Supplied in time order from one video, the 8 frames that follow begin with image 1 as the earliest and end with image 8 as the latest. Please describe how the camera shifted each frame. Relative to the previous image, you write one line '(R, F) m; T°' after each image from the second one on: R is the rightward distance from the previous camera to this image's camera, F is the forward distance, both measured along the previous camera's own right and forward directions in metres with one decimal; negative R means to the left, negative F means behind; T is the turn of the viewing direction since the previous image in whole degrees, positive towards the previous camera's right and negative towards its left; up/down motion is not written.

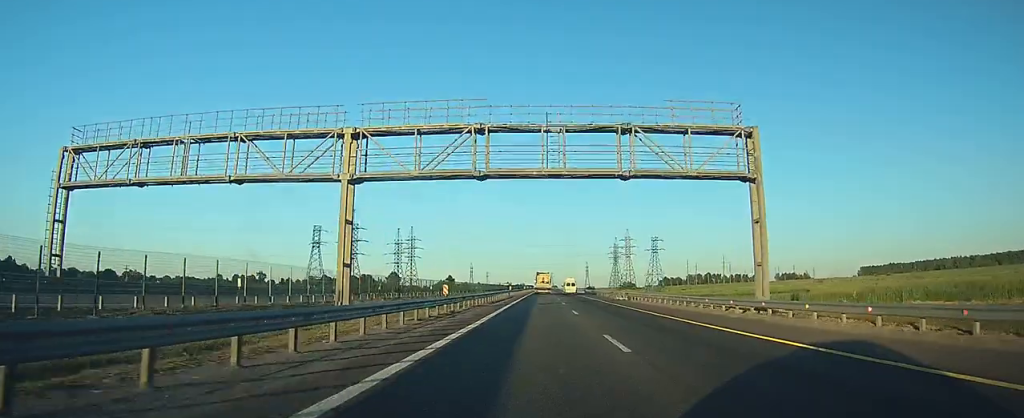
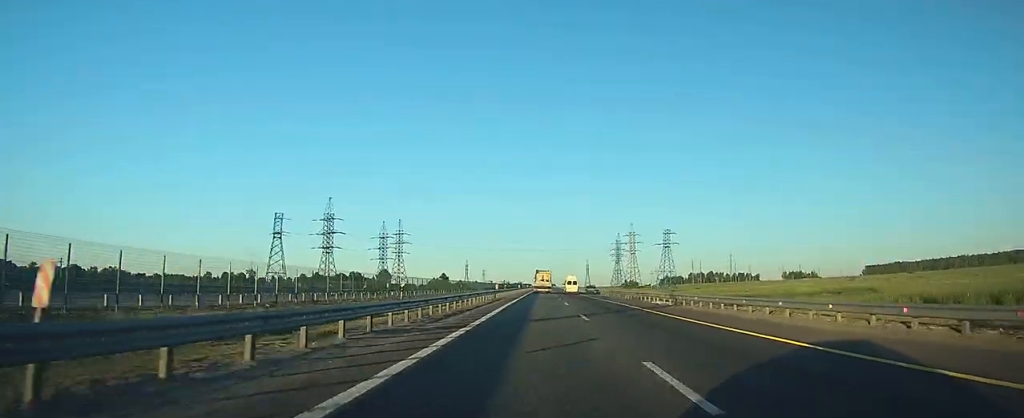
(+0.1, +21.9) m; +1°
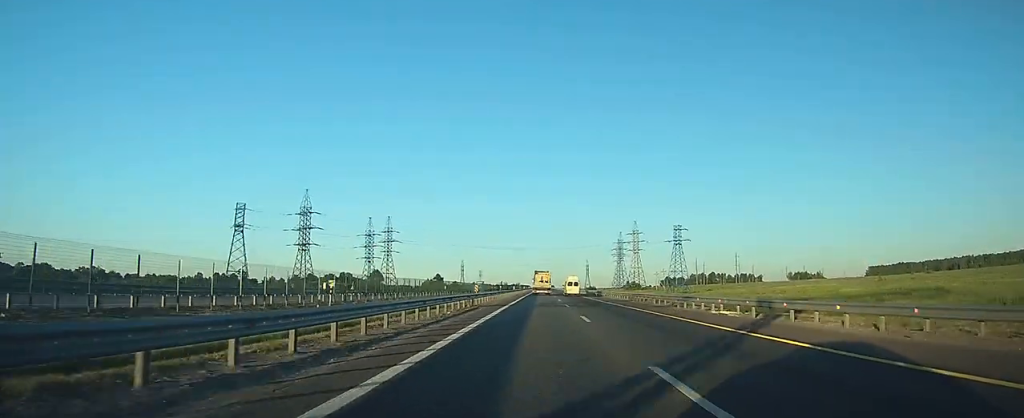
(0.0, +16.7) m; 0°
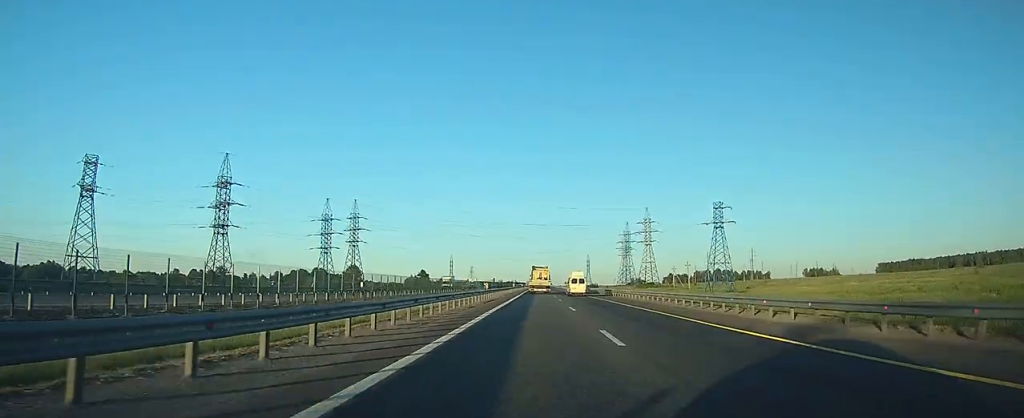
(+0.3, +41.5) m; +1°
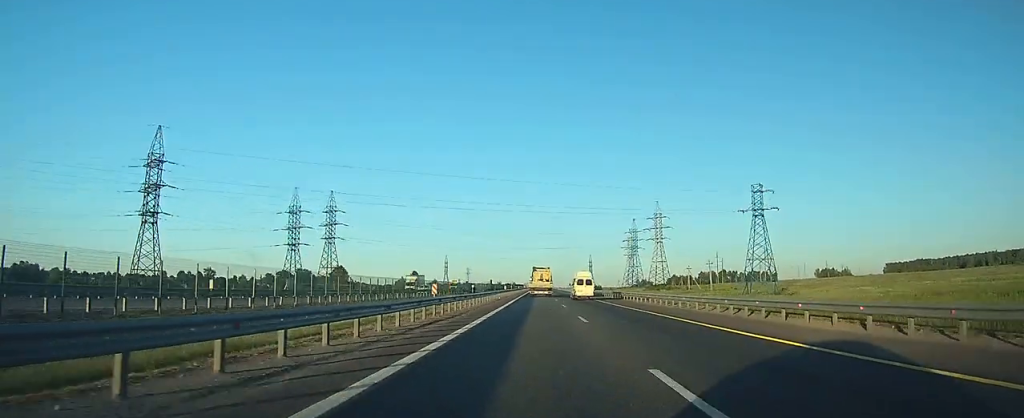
(+0.1, +23.7) m; 0°
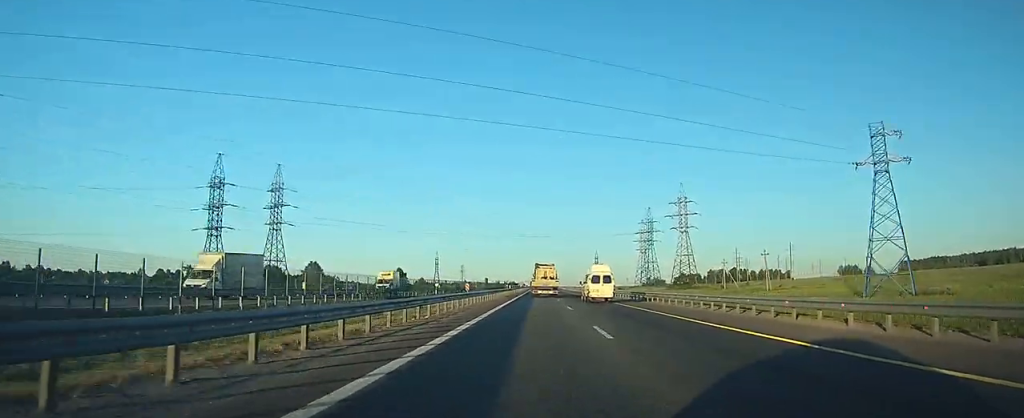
(+0.1, +39.6) m; 0°
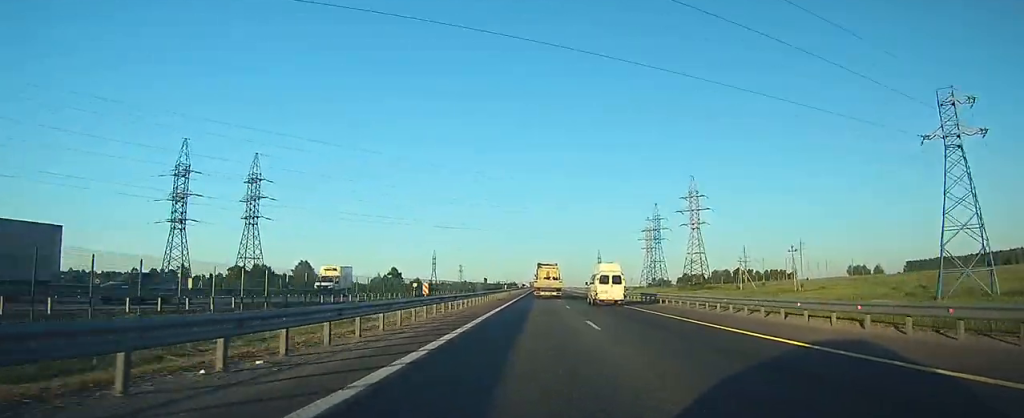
(0.0, +13.1) m; 0°
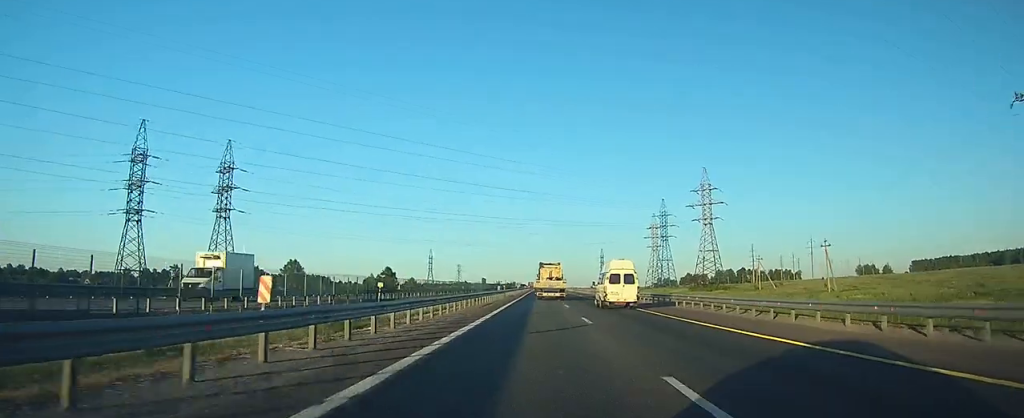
(0.0, +13.0) m; 0°
